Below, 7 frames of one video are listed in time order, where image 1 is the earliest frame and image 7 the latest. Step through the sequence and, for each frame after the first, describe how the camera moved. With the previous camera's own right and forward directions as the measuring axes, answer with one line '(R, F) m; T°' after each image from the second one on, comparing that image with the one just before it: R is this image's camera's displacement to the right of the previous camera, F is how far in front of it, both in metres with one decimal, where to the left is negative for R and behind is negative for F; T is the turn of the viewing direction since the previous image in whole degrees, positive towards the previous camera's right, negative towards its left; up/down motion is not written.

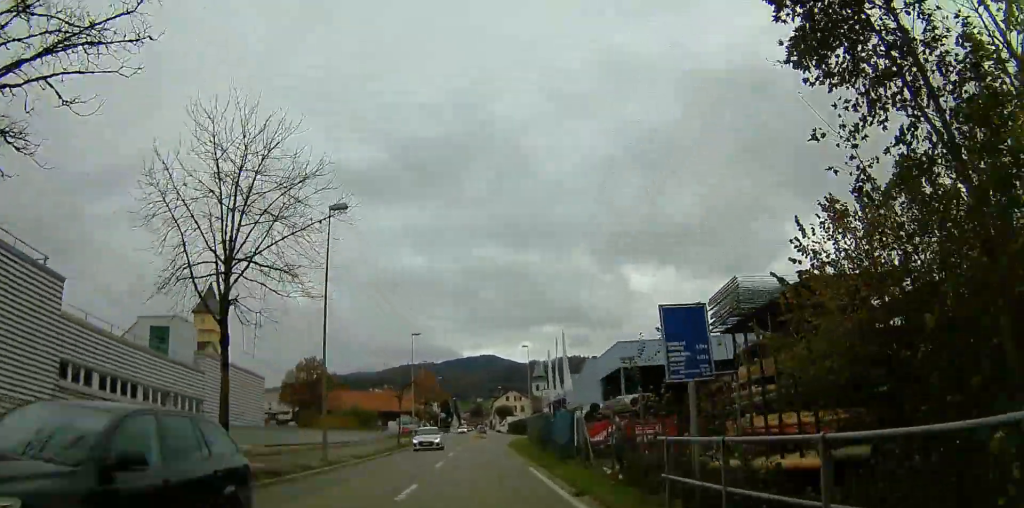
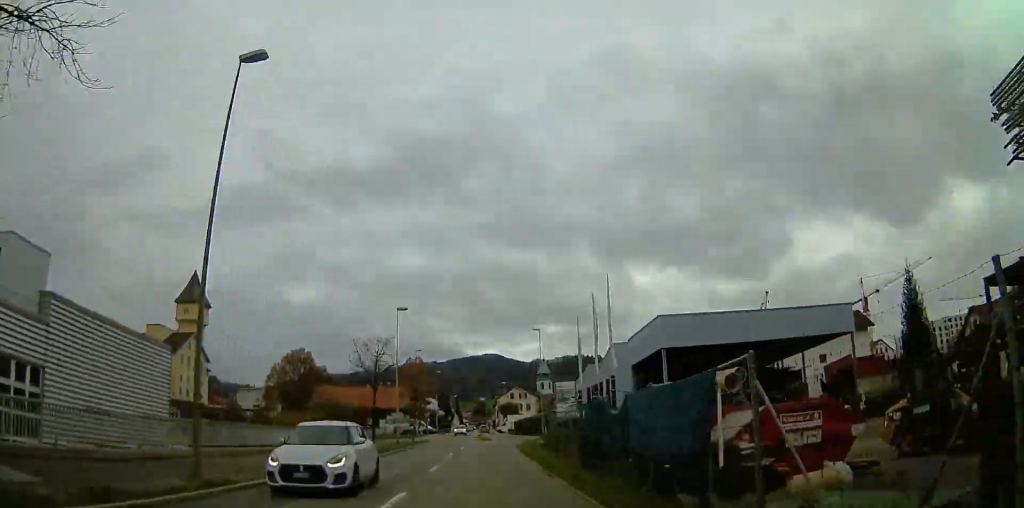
(0.0, +11.4) m; 0°
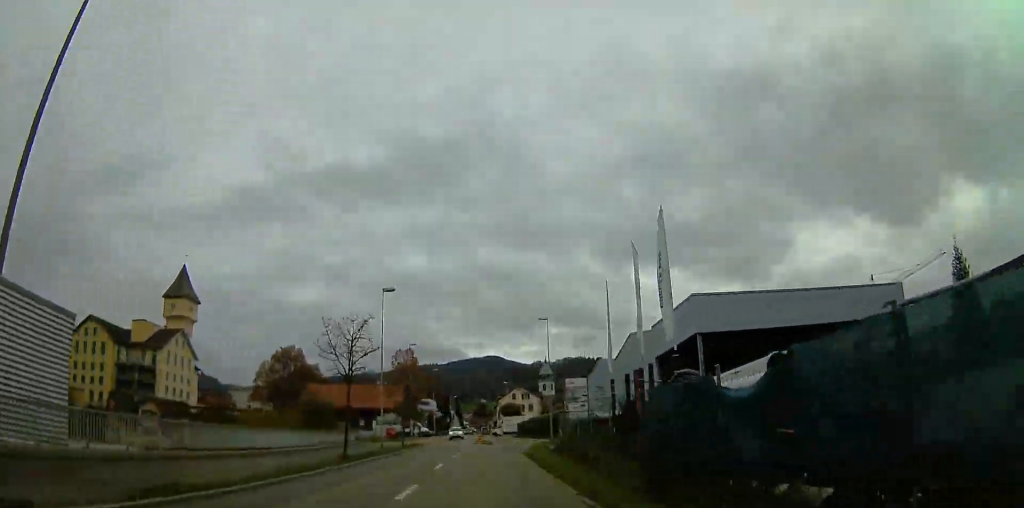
(+0.1, +6.8) m; +1°
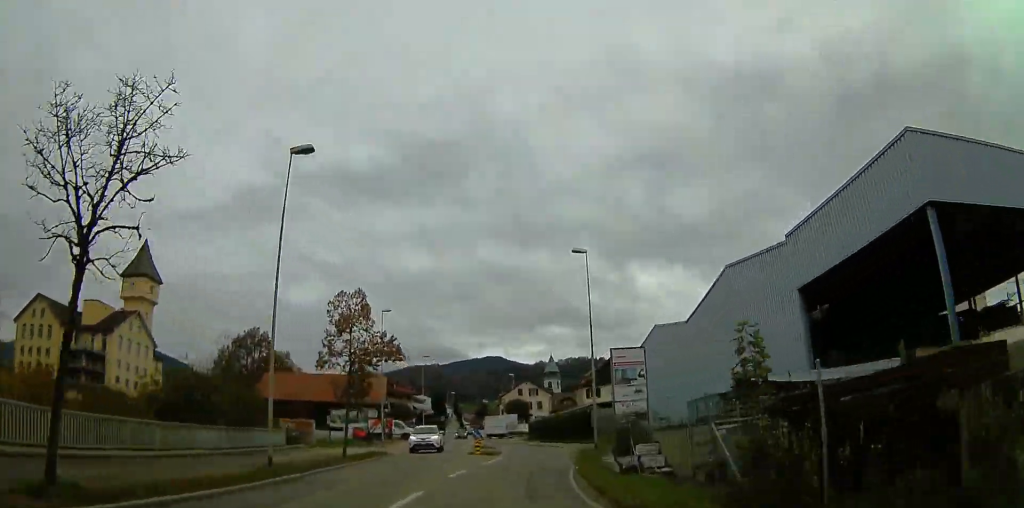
(+0.3, +19.7) m; +1°
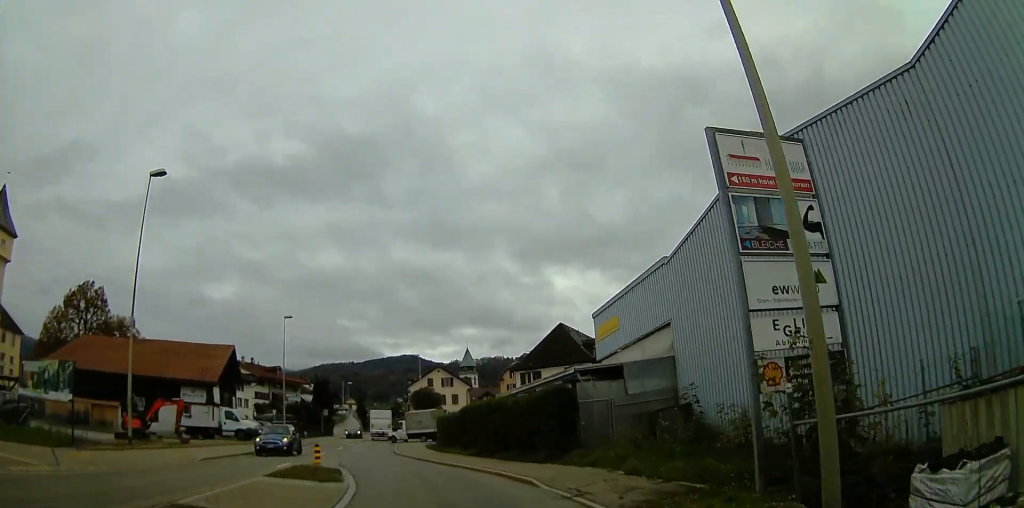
(-0.1, +26.5) m; -1°
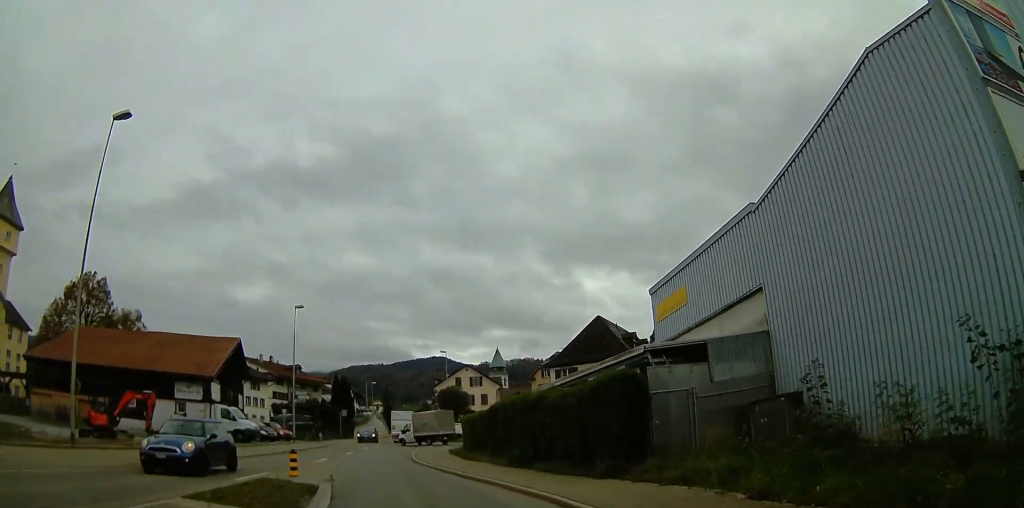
(0.0, +5.6) m; 0°
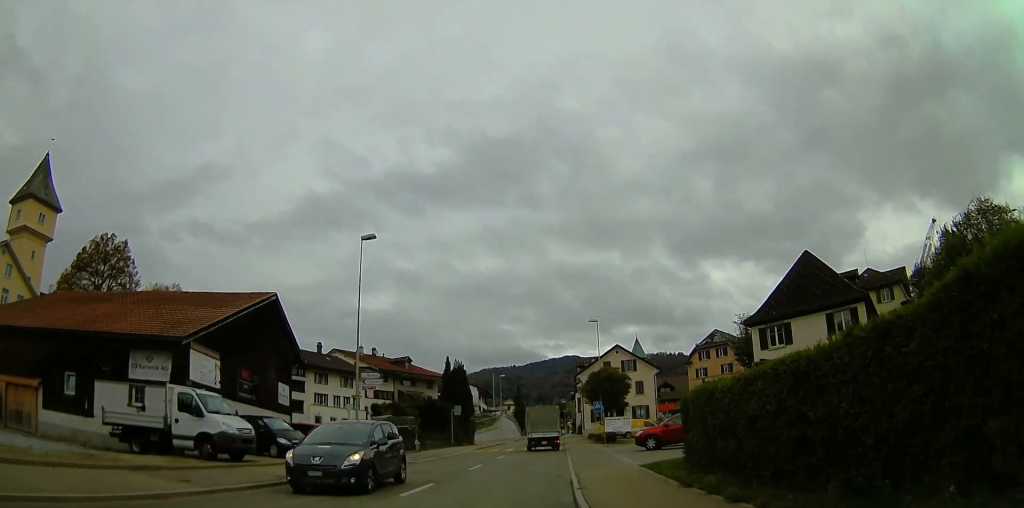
(-0.5, +19.7) m; -3°
